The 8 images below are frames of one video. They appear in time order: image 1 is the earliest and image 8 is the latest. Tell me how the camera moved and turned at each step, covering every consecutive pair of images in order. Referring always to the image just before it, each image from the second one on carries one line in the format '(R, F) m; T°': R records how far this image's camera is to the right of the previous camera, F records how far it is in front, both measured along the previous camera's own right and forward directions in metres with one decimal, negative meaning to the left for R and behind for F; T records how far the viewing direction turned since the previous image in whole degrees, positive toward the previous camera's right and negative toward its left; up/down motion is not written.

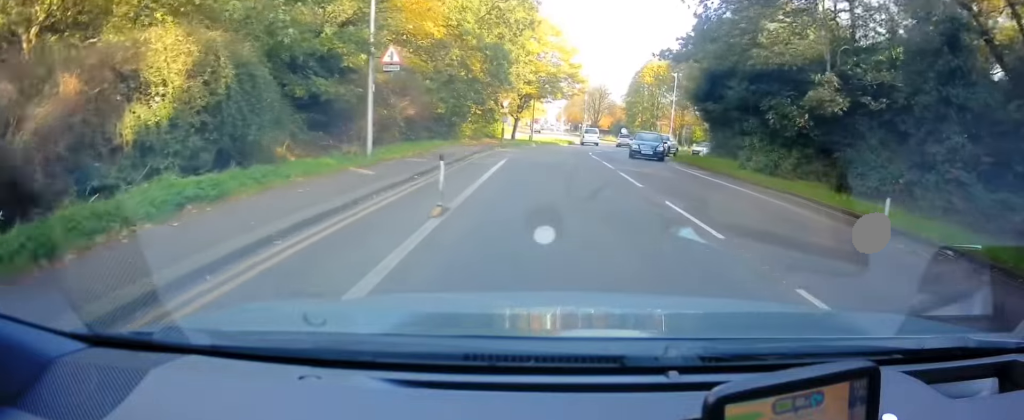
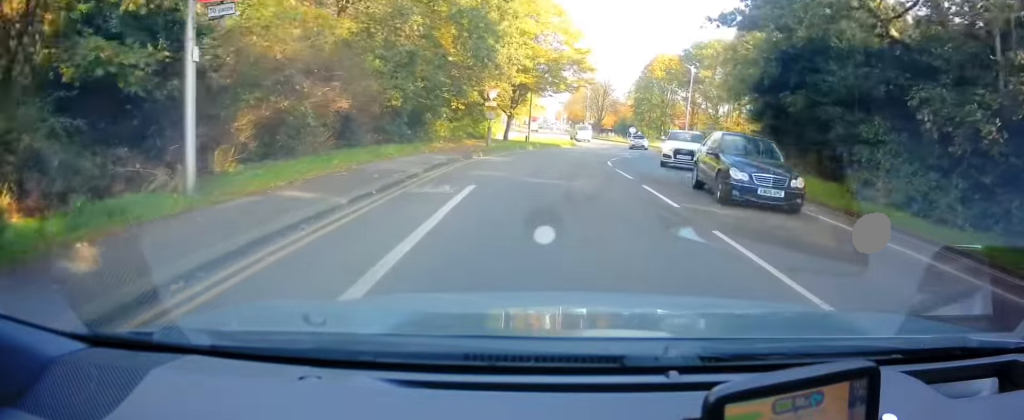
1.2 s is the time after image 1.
(+0.1, +9.0) m; +2°
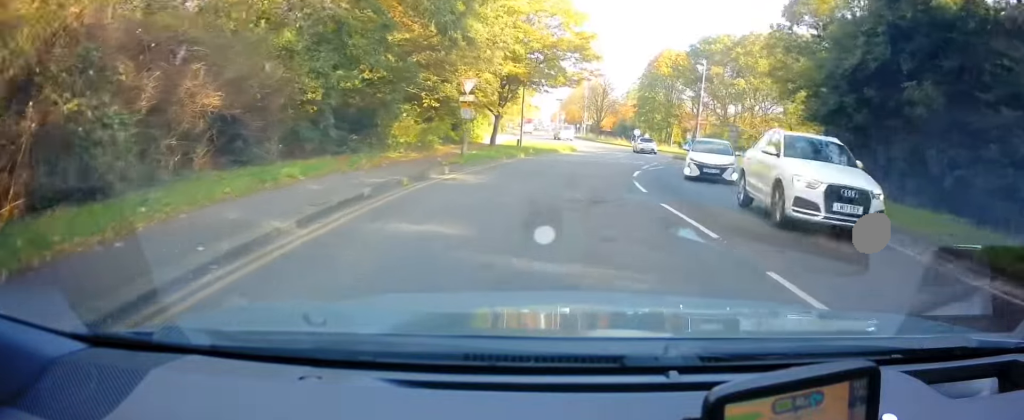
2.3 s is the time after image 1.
(+0.1, +7.6) m; -1°
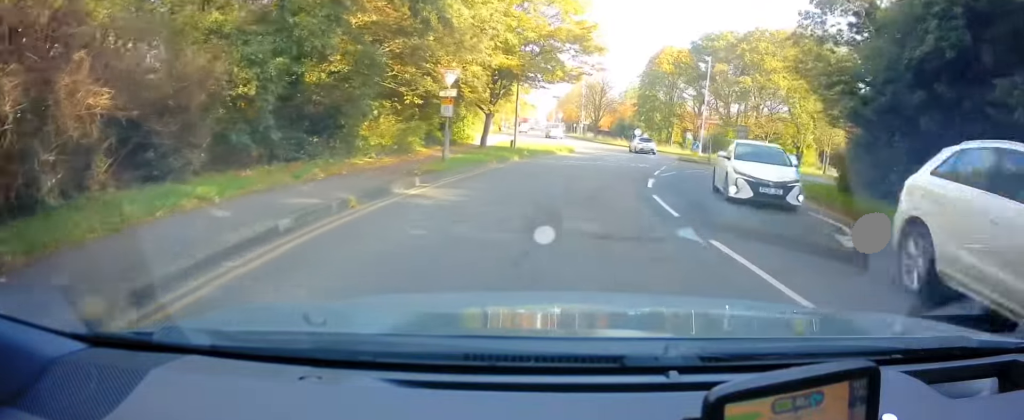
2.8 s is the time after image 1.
(0.0, +3.4) m; -1°
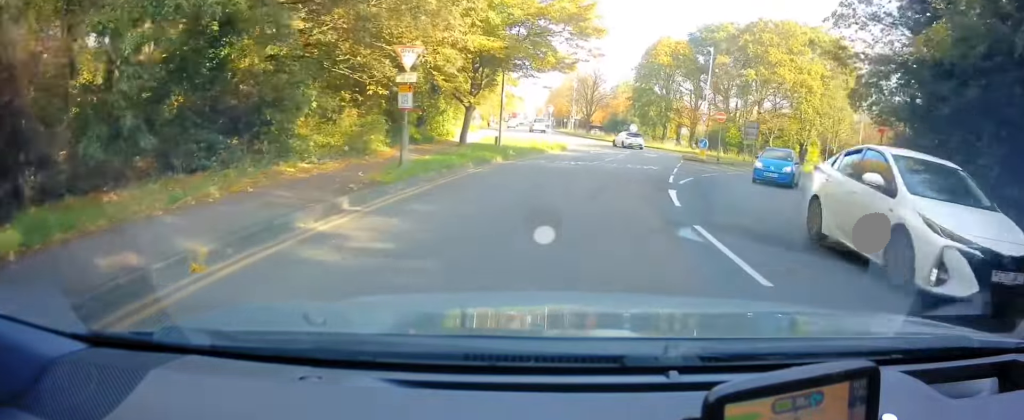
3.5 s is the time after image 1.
(-0.2, +4.4) m; 0°
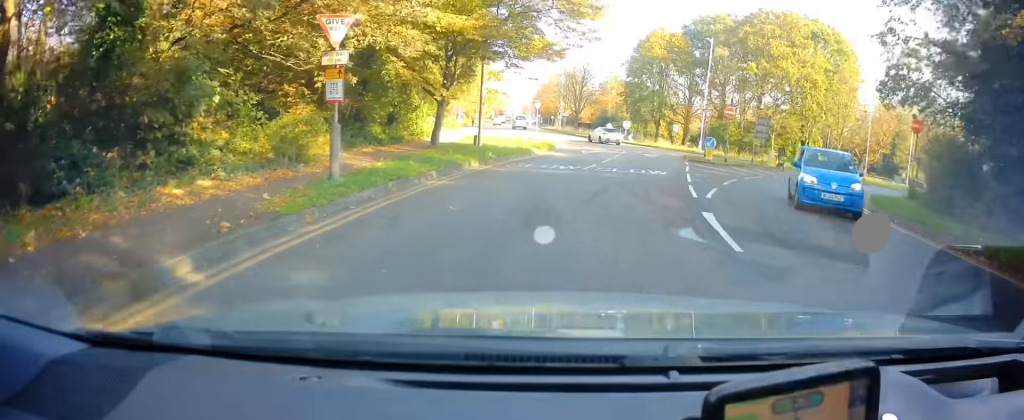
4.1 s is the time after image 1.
(+0.1, +4.2) m; +3°
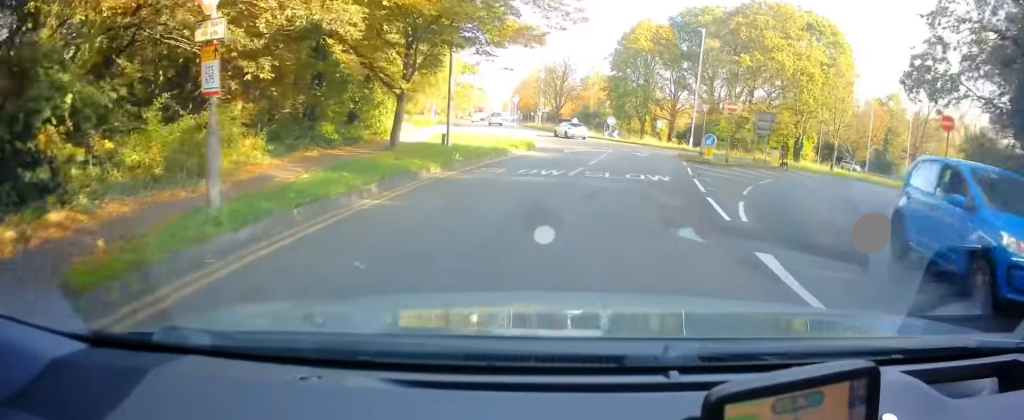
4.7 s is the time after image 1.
(+0.1, +3.7) m; +3°
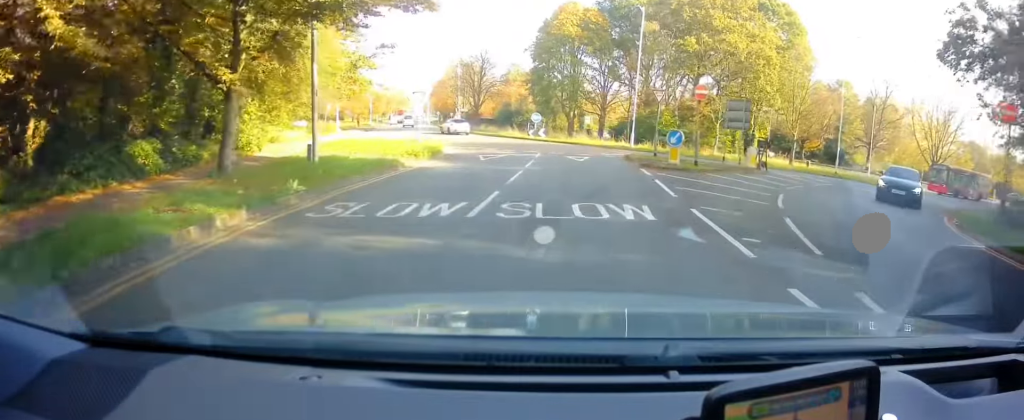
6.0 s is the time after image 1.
(+0.3, +7.5) m; +4°
